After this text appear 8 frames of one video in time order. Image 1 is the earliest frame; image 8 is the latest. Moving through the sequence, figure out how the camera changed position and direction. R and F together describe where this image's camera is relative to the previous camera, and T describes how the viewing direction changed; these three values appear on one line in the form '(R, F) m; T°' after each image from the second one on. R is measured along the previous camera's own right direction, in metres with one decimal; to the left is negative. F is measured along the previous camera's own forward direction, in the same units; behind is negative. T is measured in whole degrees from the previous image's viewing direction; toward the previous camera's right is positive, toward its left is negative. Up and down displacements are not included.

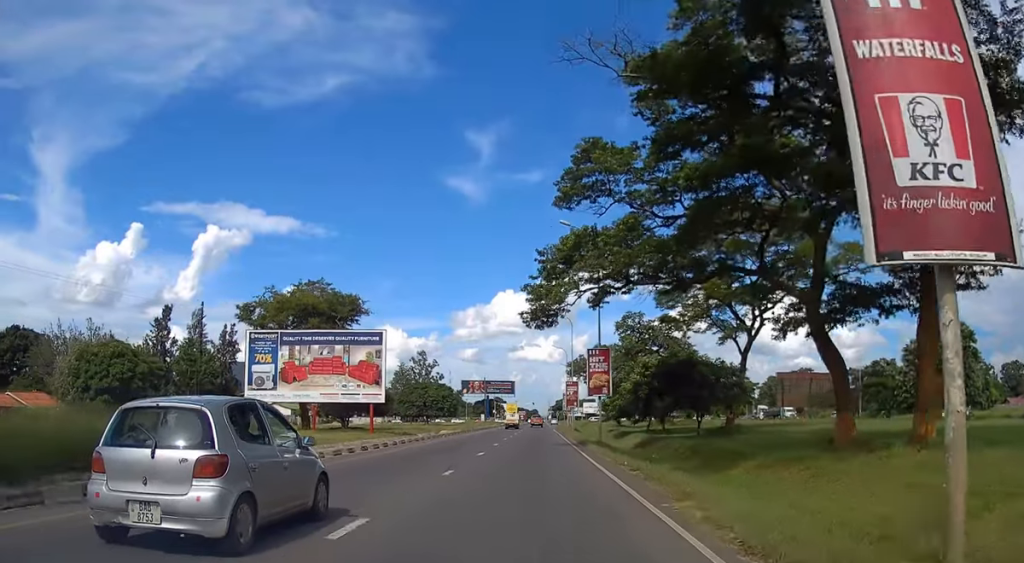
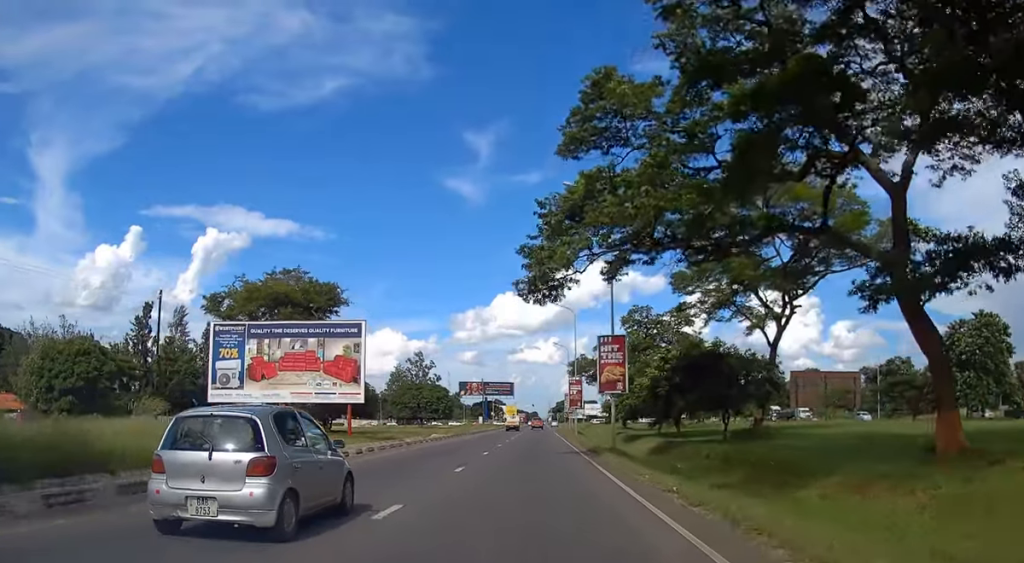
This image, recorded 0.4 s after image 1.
(0.0, +7.1) m; 0°
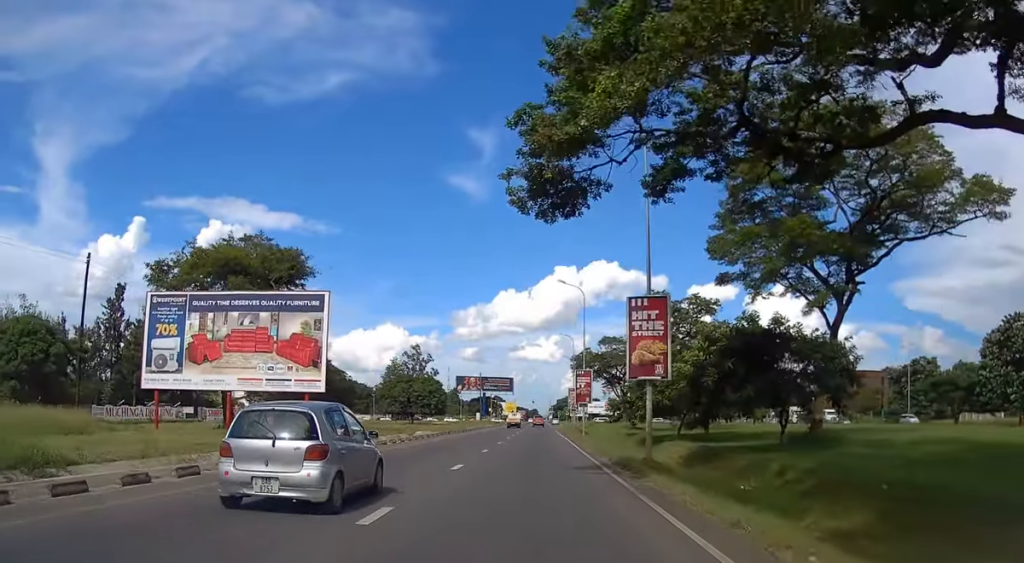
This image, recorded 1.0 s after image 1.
(0.0, +10.0) m; 0°
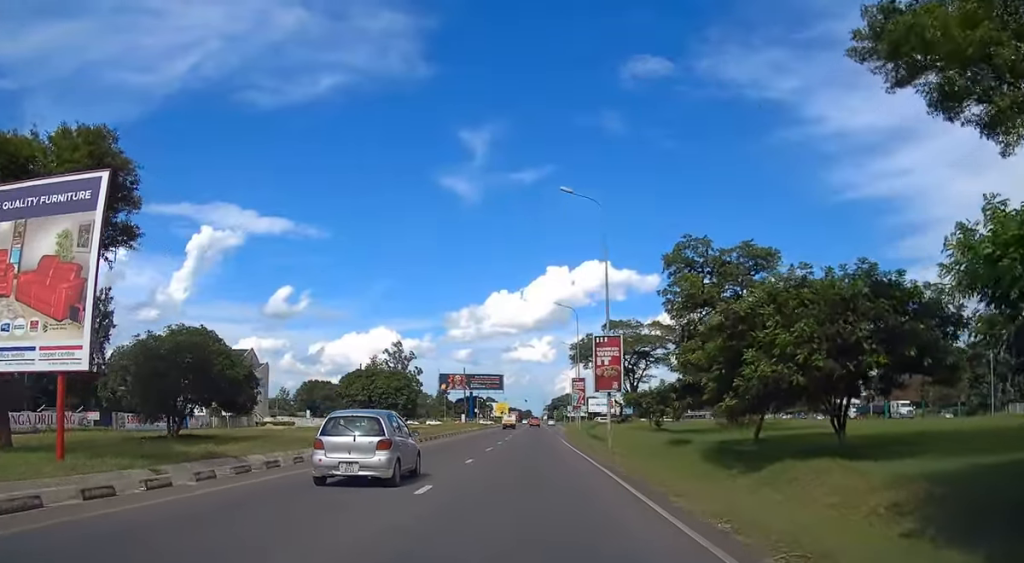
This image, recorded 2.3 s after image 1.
(0.0, +23.5) m; 0°
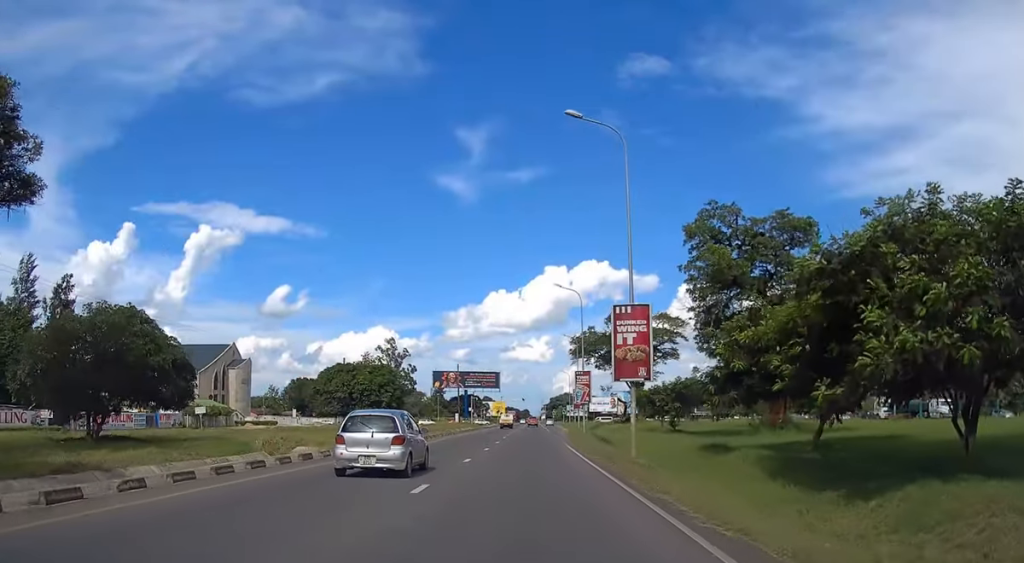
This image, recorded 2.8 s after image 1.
(0.0, +9.0) m; 0°
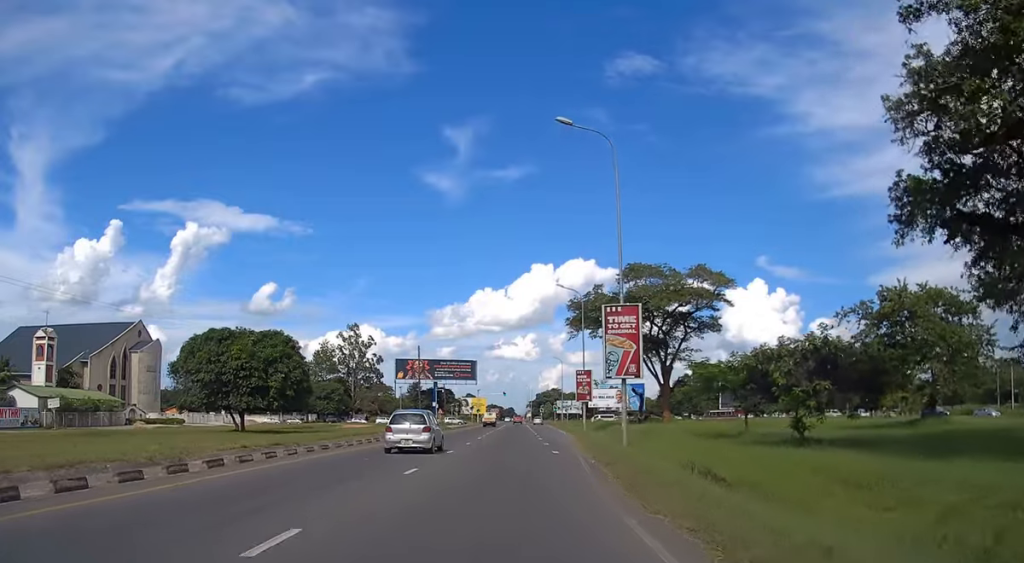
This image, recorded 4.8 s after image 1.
(+0.2, +34.0) m; +1°
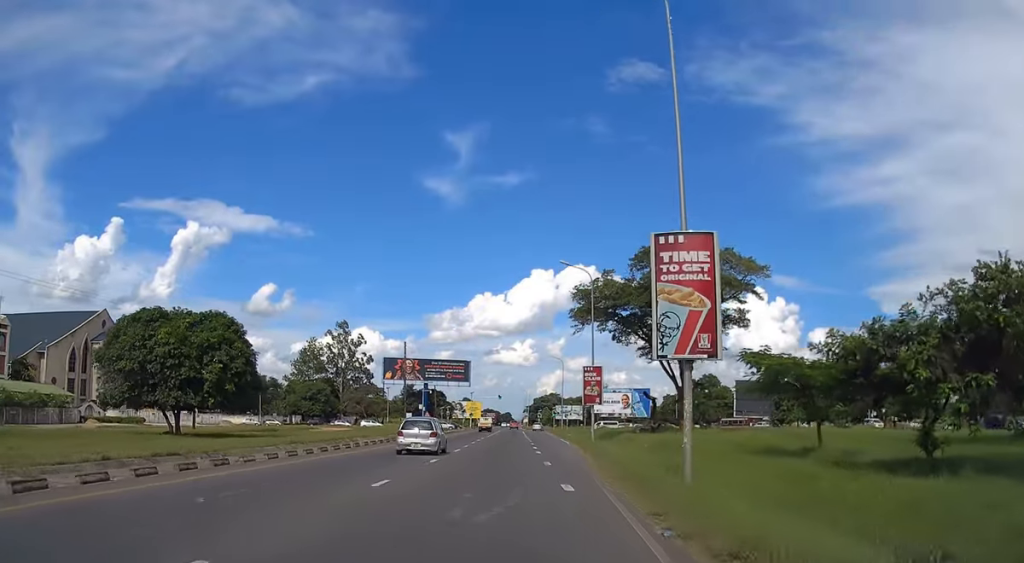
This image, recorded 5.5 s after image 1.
(+0.1, +11.4) m; 0°
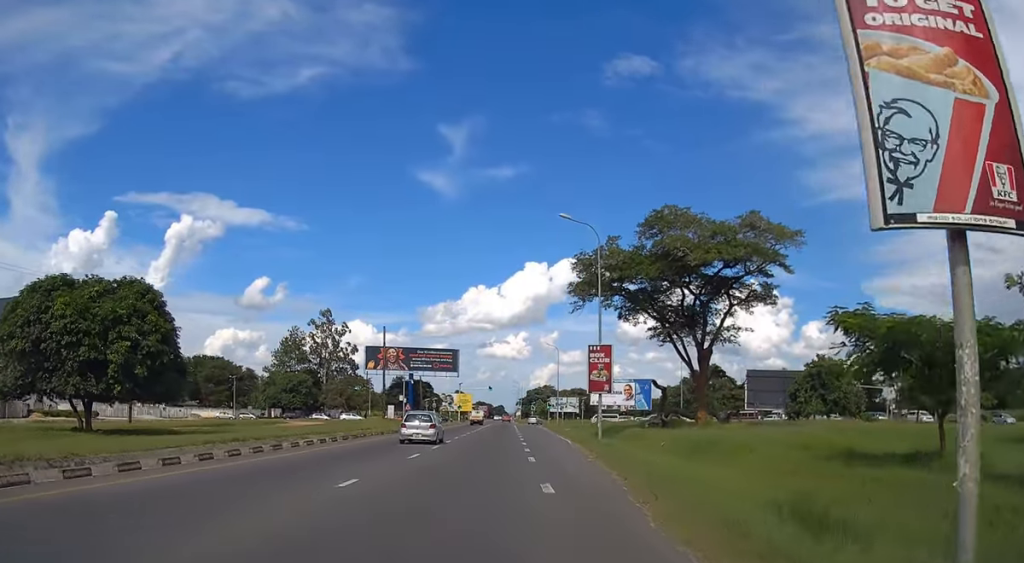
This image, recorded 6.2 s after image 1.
(0.0, +10.4) m; 0°
